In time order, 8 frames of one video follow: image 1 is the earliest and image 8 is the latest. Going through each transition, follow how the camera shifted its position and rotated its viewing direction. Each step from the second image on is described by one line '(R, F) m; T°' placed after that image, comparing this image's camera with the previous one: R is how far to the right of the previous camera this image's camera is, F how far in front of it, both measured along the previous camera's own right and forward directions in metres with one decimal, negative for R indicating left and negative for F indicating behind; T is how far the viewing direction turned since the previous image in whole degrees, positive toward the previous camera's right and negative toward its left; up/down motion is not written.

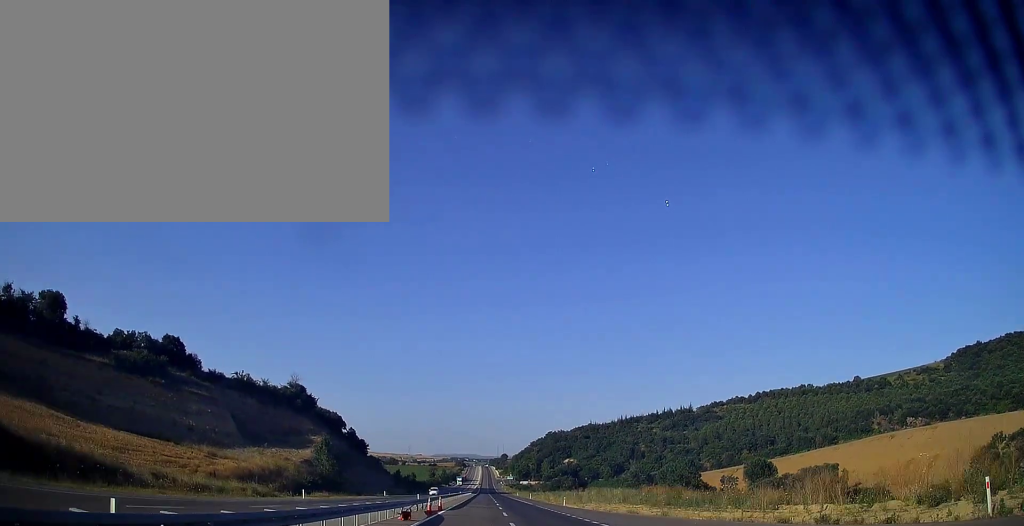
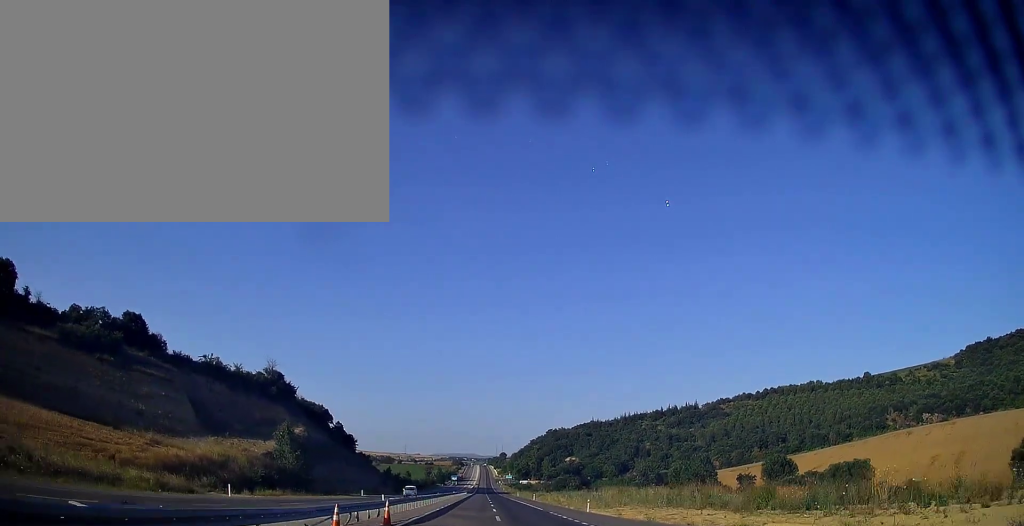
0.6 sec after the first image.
(-0.1, +18.5) m; 0°
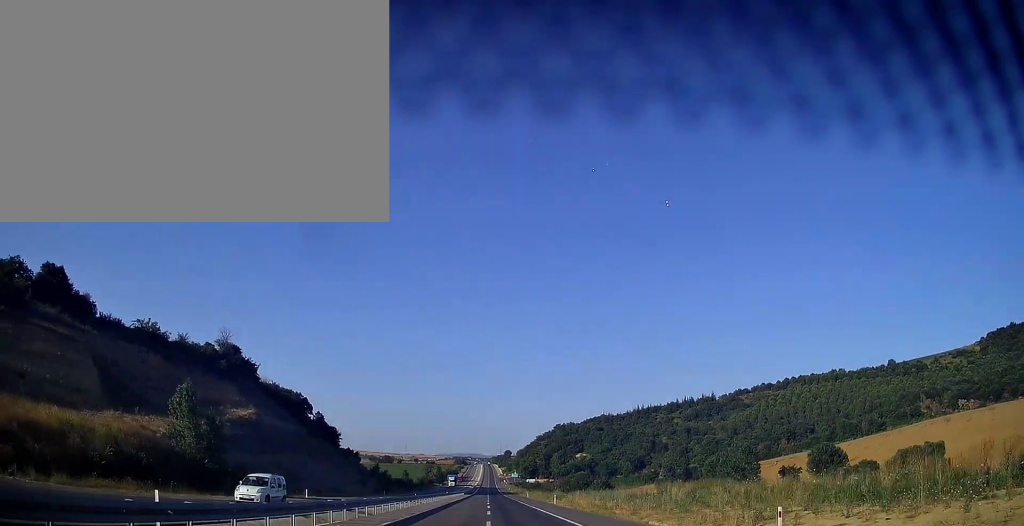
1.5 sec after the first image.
(0.0, +28.8) m; 0°
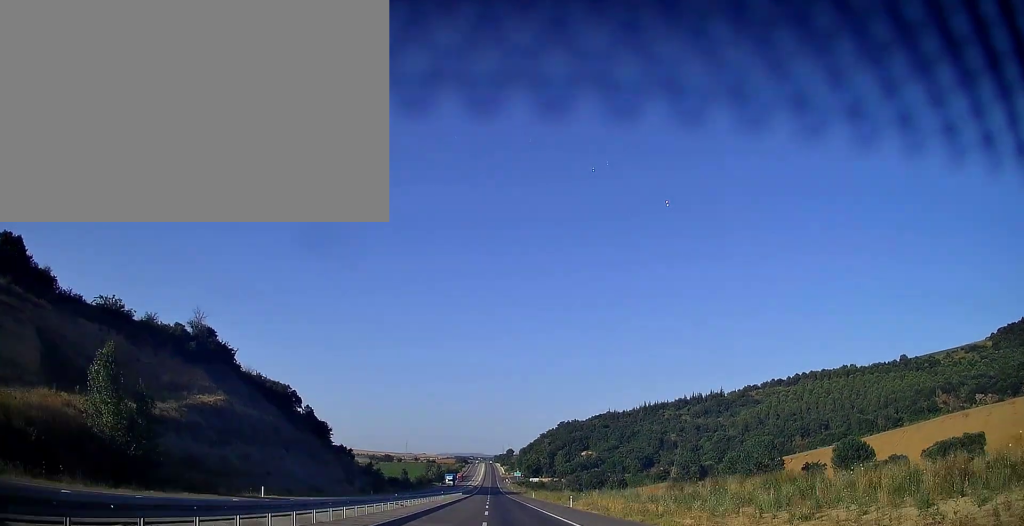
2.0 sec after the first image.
(0.0, +13.4) m; 0°
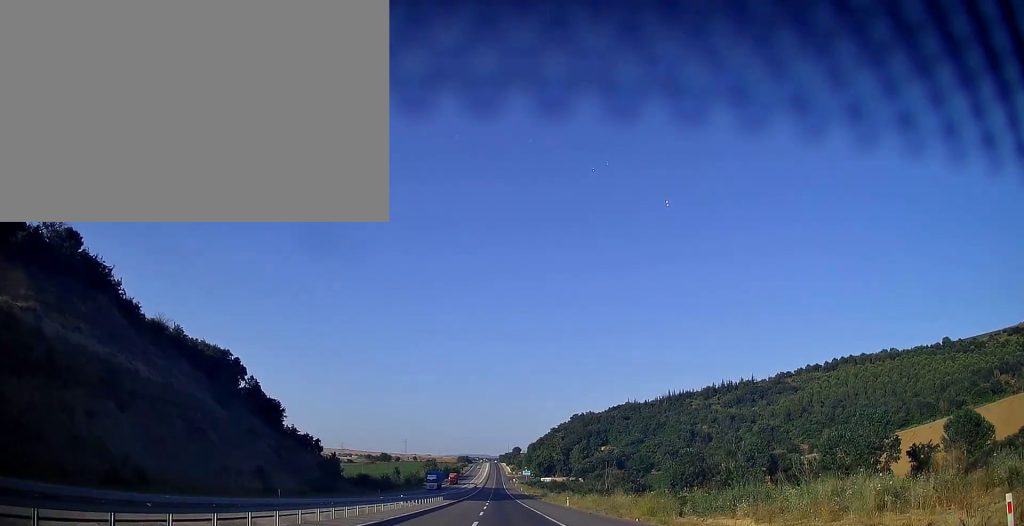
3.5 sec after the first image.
(-0.5, +47.2) m; 0°
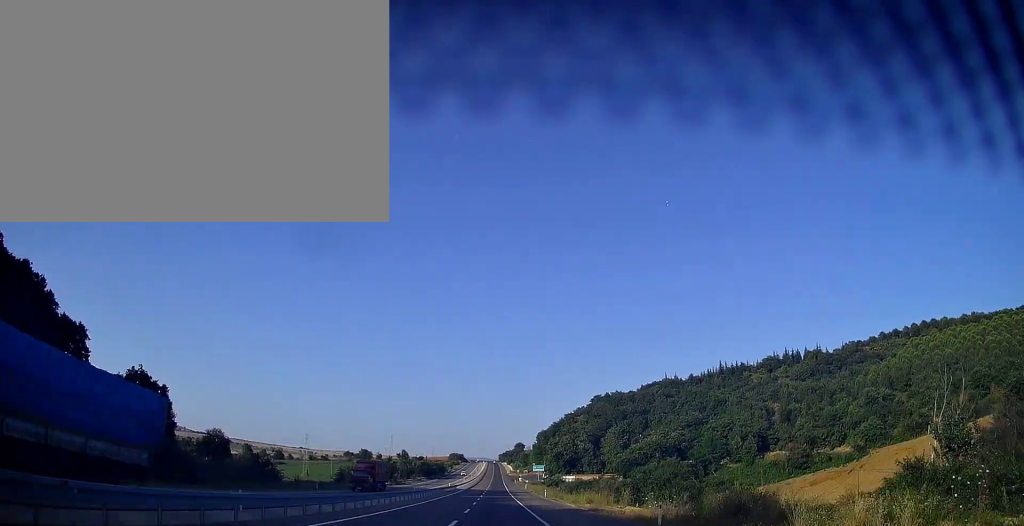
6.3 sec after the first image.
(+0.1, +85.1) m; 0°
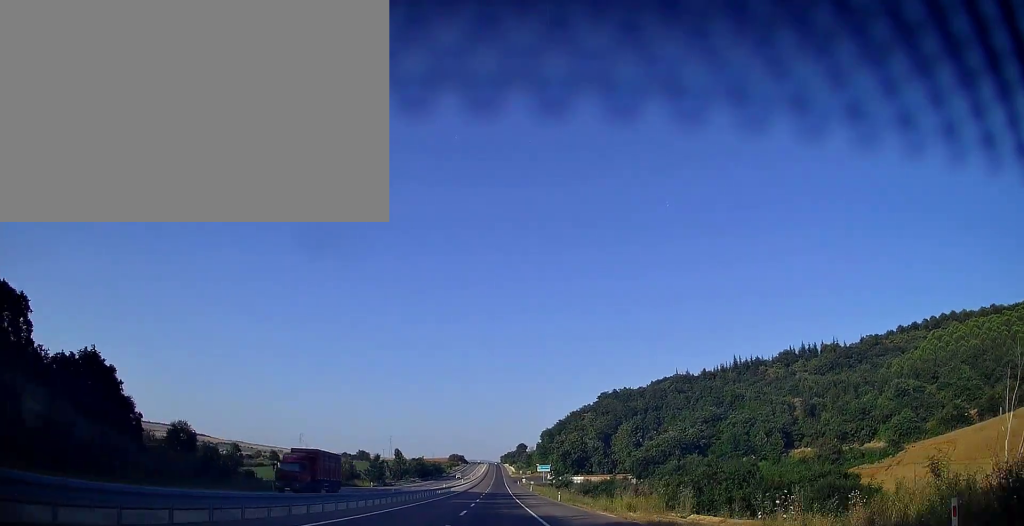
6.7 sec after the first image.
(+0.1, +14.3) m; 0°
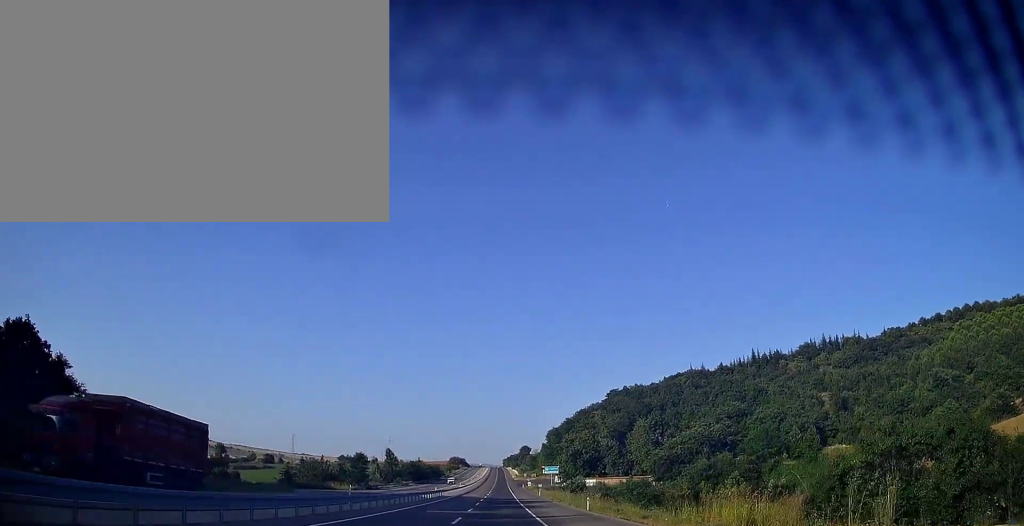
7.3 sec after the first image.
(0.0, +18.4) m; 0°
